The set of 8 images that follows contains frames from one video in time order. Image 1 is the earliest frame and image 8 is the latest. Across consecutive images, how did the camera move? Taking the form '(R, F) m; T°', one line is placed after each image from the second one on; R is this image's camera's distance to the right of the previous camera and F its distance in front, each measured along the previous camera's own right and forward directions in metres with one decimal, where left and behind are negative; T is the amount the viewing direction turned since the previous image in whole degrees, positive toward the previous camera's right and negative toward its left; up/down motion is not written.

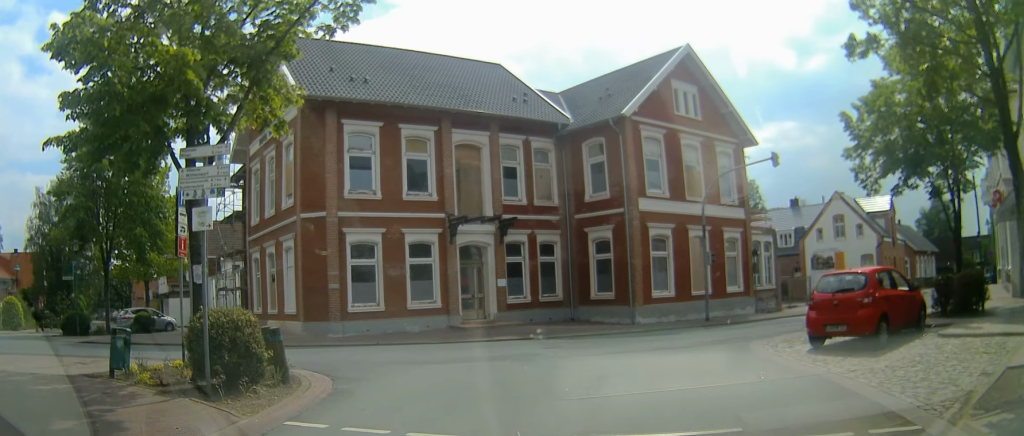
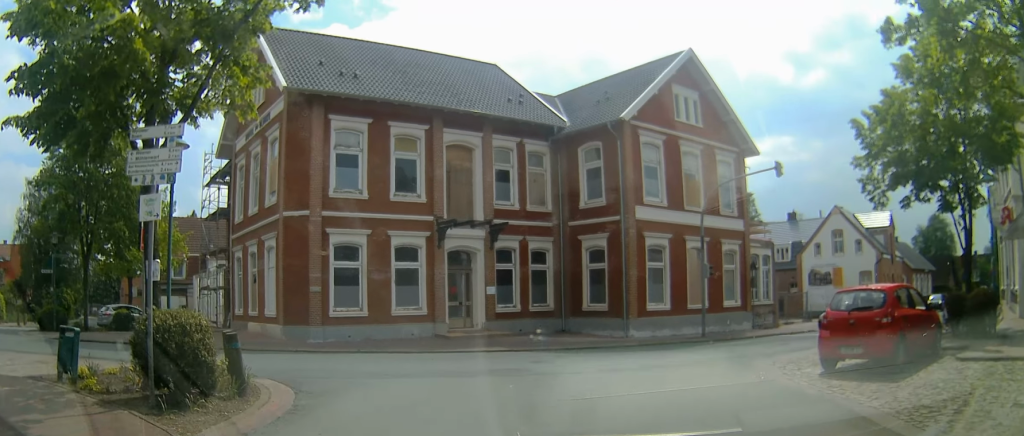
(0.0, +1.2) m; 0°
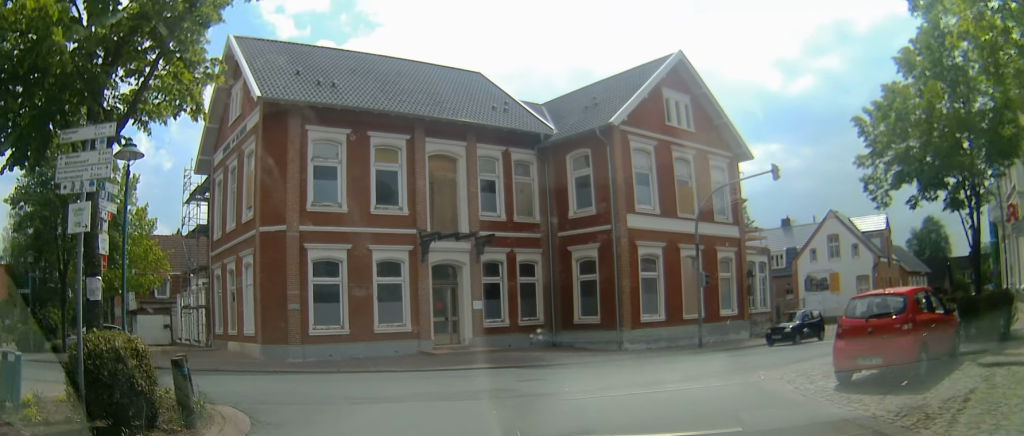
(0.0, +1.2) m; +1°
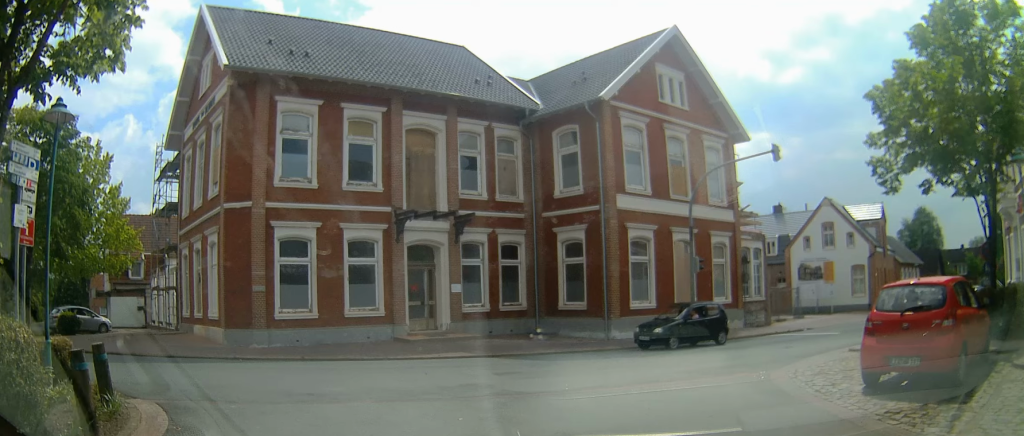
(0.0, +1.6) m; +6°
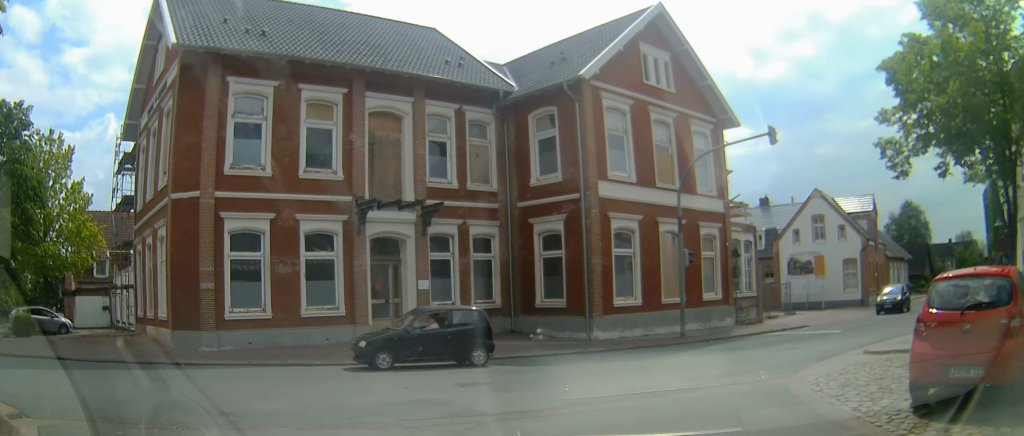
(0.0, +1.7) m; +20°
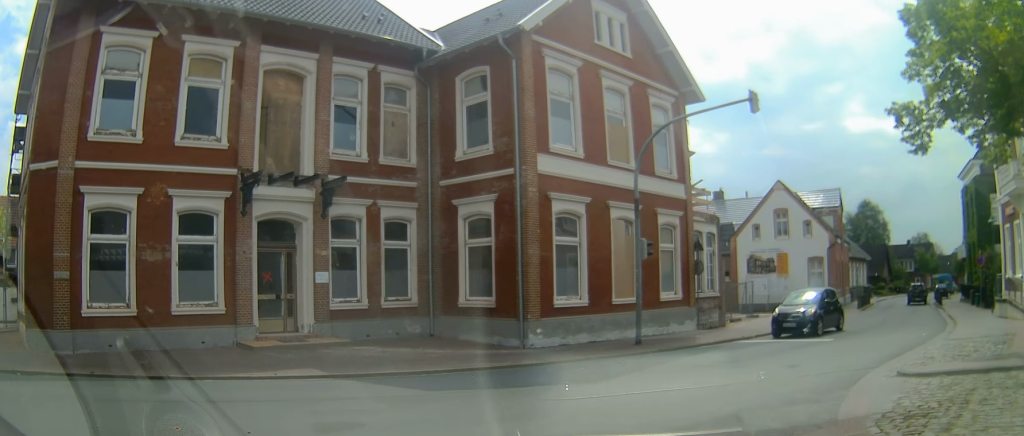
(+0.9, +2.9) m; +17°
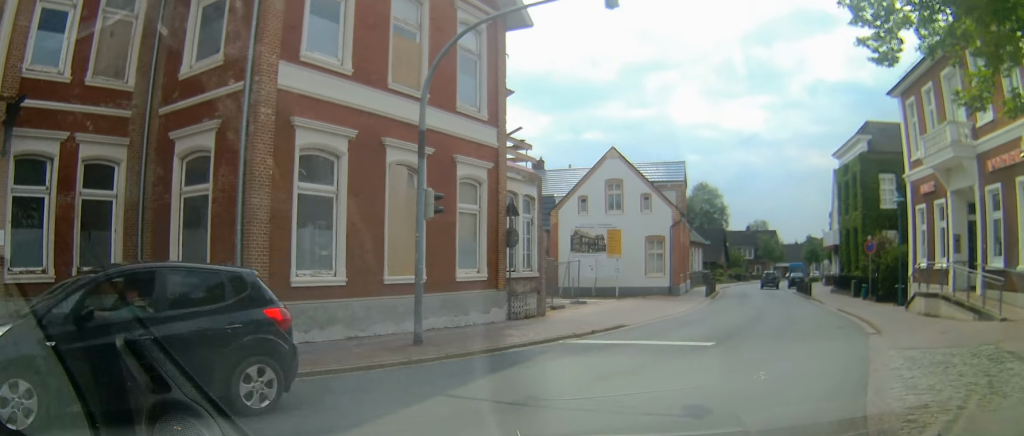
(0.0, +4.7) m; 0°
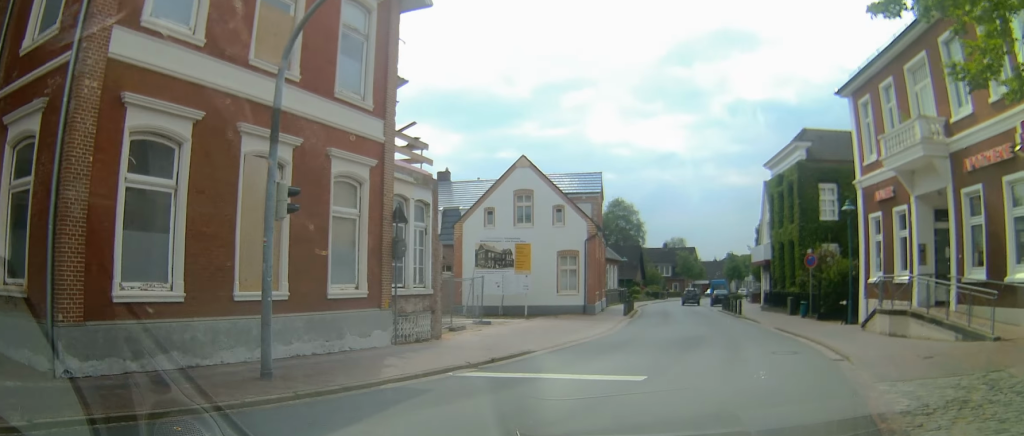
(0.0, +2.3) m; 0°
